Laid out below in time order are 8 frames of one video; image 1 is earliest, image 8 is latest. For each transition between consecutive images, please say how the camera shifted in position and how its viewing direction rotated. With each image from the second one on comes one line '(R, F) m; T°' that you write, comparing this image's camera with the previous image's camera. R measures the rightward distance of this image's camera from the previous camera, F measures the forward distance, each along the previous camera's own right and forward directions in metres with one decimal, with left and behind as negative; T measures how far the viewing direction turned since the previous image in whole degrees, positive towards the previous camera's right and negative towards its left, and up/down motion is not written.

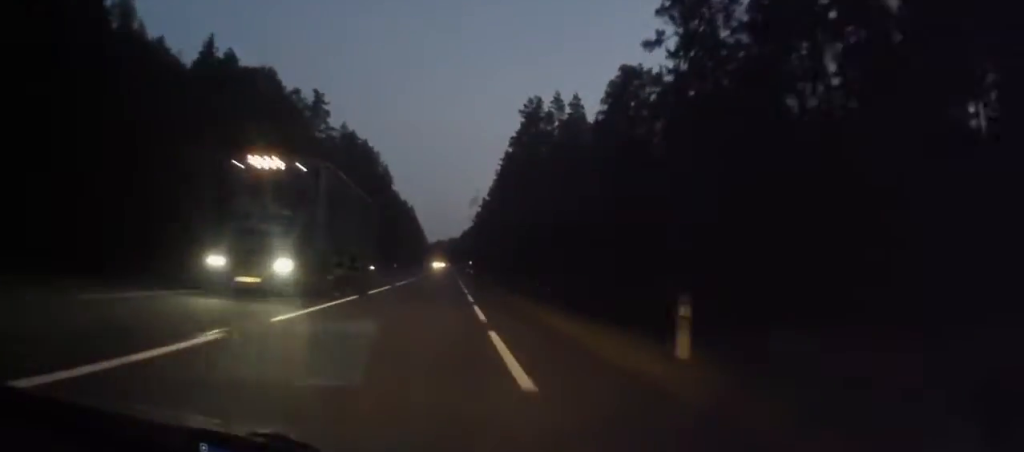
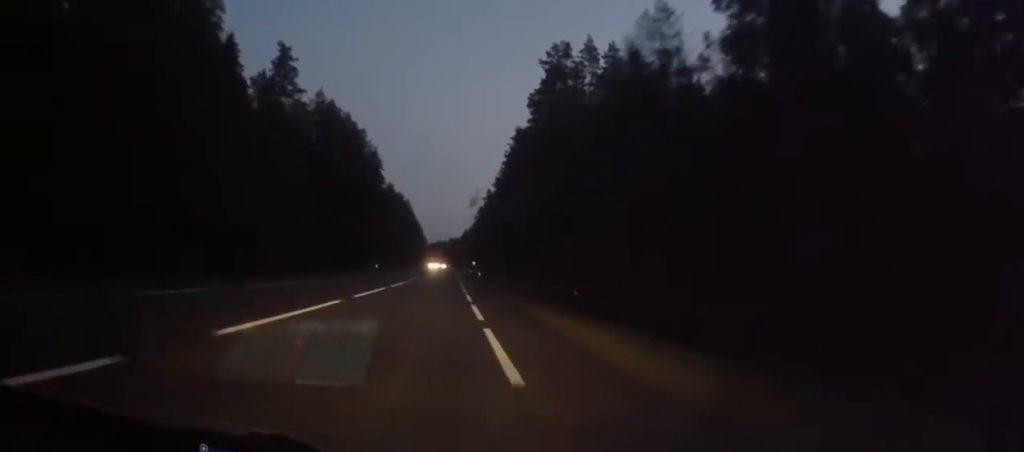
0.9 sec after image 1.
(-0.2, +26.8) m; 0°
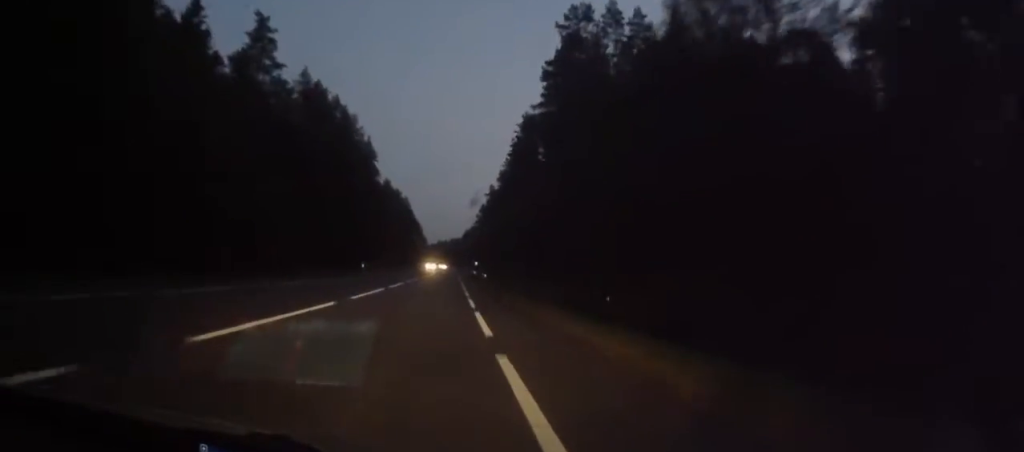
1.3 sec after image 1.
(+0.1, +12.9) m; 0°
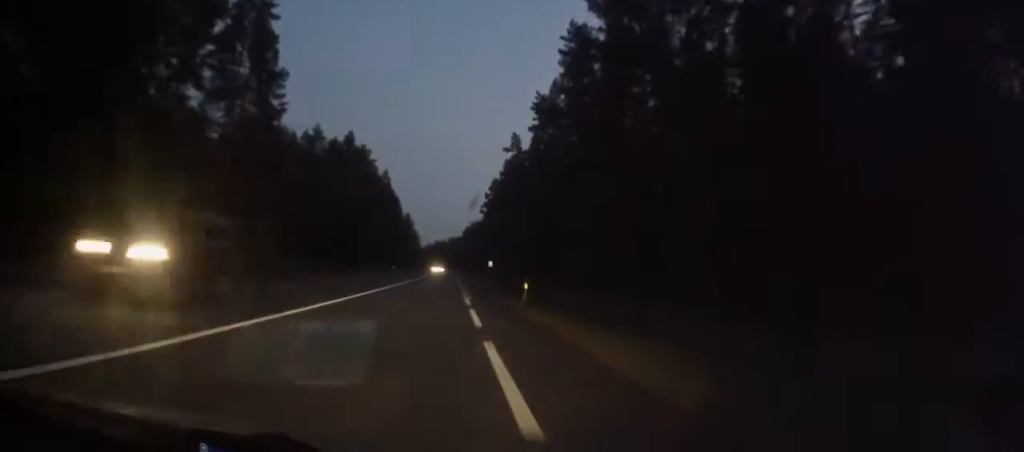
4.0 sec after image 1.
(-0.2, +79.5) m; 0°
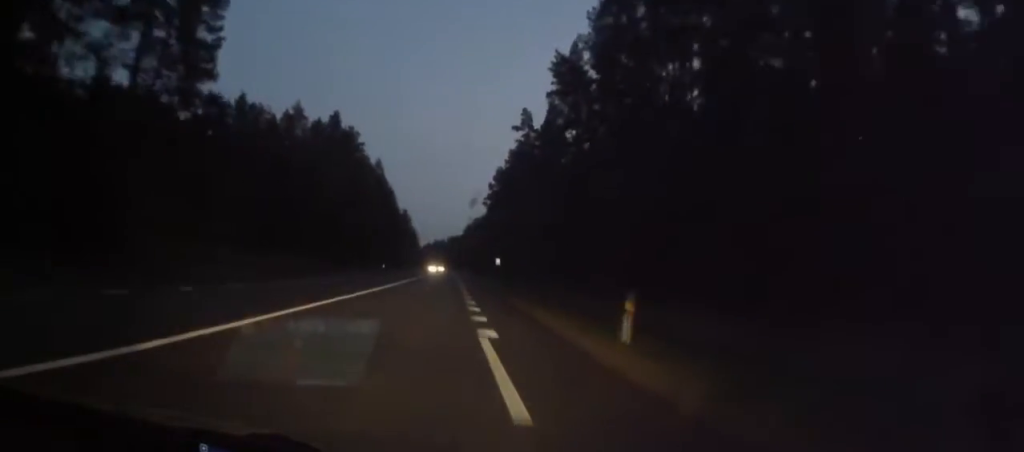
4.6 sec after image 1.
(+0.2, +17.8) m; 0°
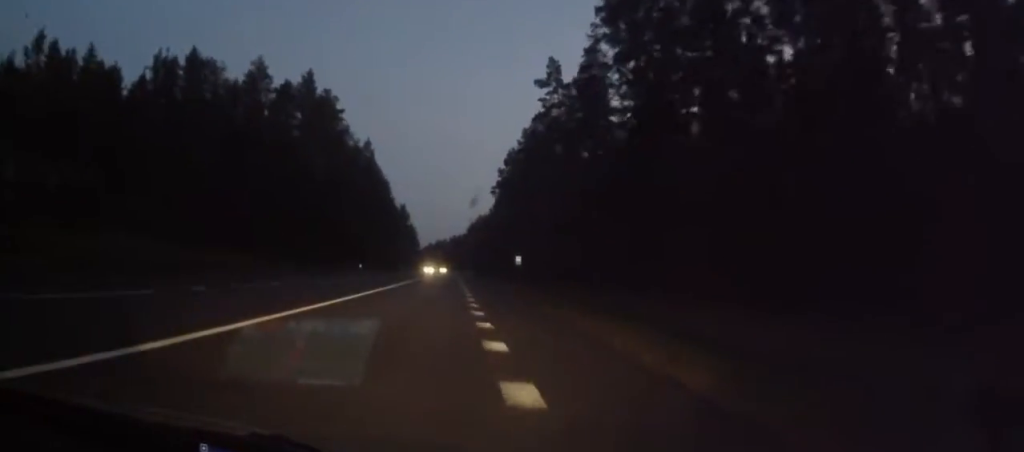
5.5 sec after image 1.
(-0.1, +25.6) m; 0°
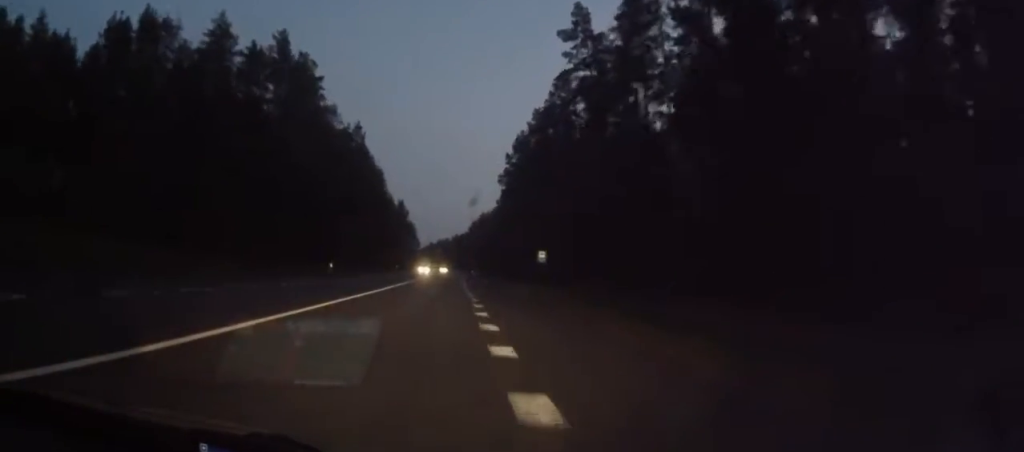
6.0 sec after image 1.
(-0.1, +16.7) m; 0°
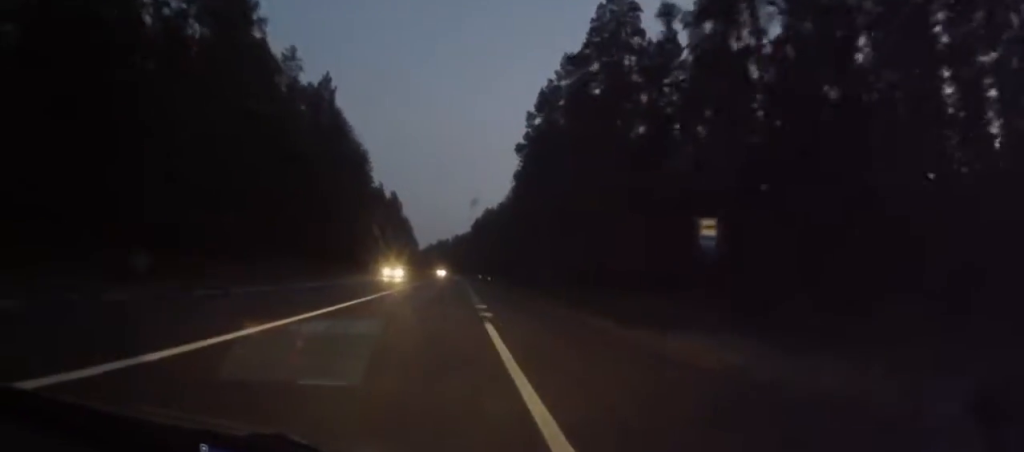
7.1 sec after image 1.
(+0.6, +32.5) m; +1°
